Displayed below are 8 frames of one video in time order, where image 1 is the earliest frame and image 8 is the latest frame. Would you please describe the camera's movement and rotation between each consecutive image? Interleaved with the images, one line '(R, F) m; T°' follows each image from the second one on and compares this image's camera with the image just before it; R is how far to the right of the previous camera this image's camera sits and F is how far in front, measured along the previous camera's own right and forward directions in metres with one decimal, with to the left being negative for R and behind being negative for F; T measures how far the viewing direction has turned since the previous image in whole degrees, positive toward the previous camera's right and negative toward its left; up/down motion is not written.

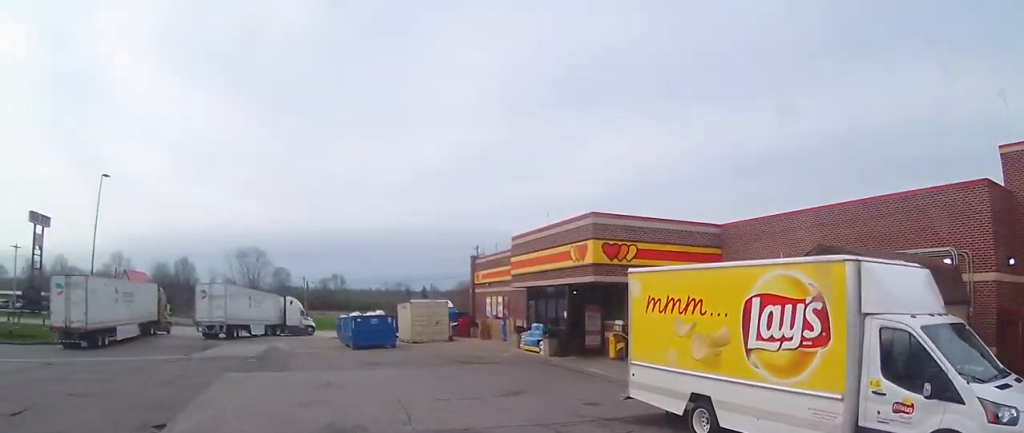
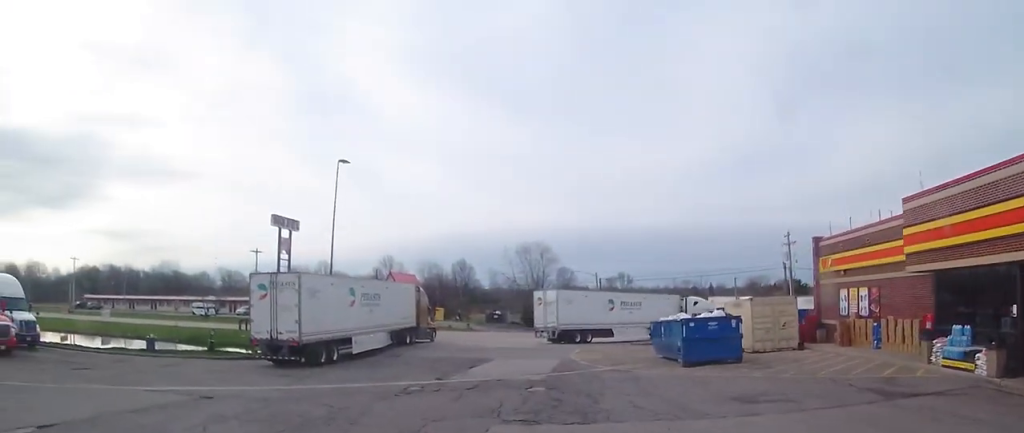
(-2.1, +7.9) m; -16°
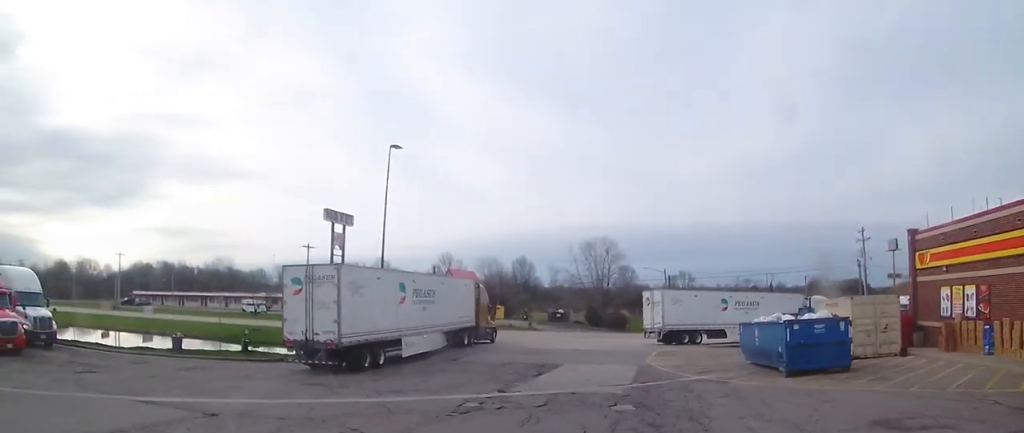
(0.0, +3.6) m; 0°
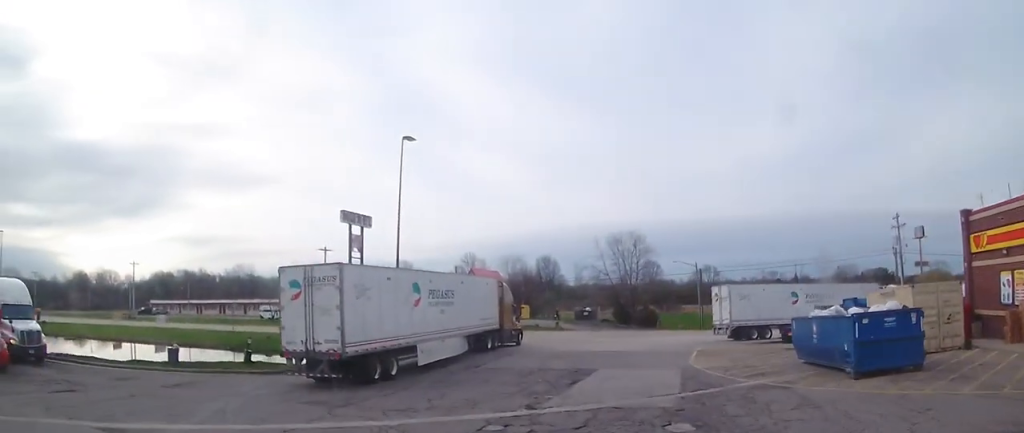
(0.0, +2.7) m; 0°
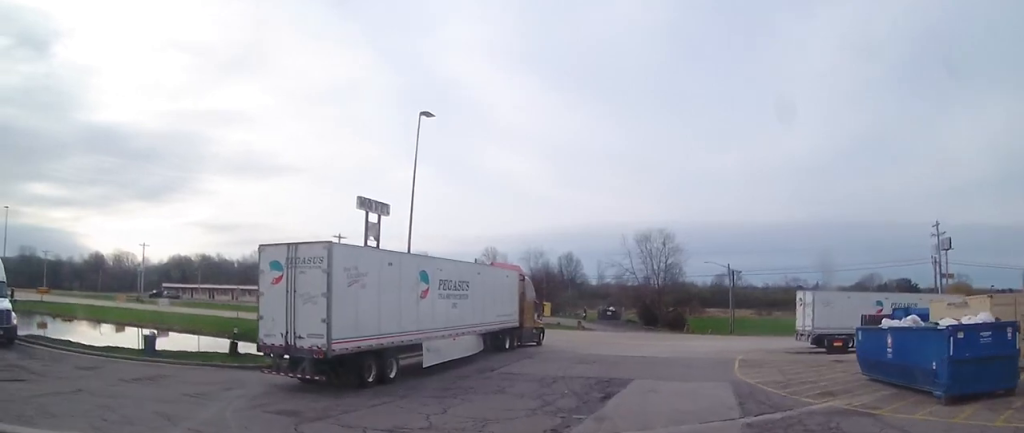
(0.0, +3.2) m; 0°
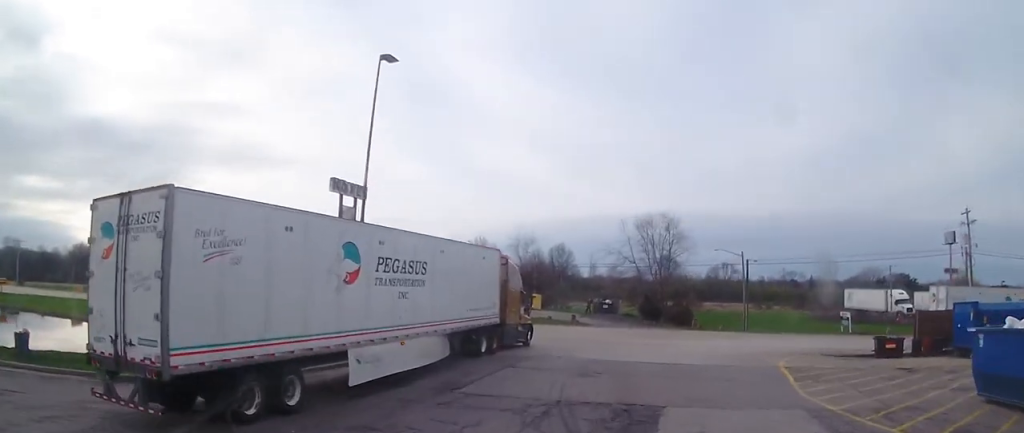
(0.0, +6.6) m; -4°
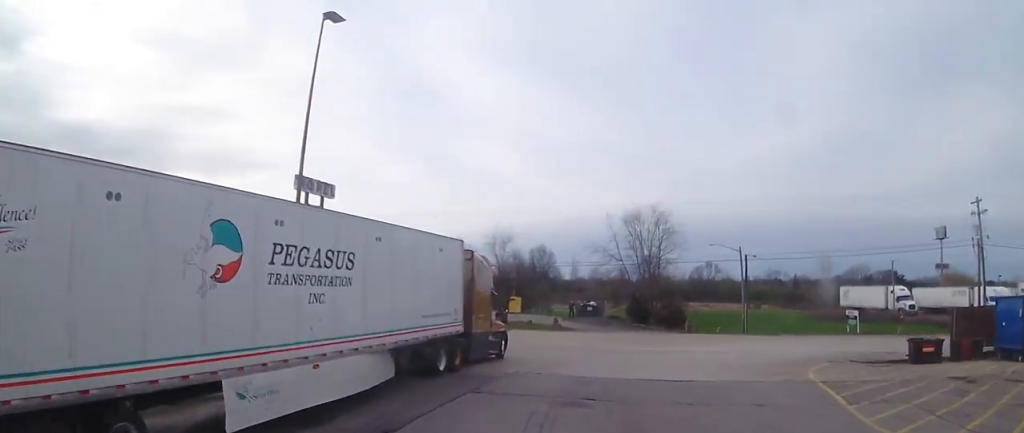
(-0.4, +5.0) m; -4°
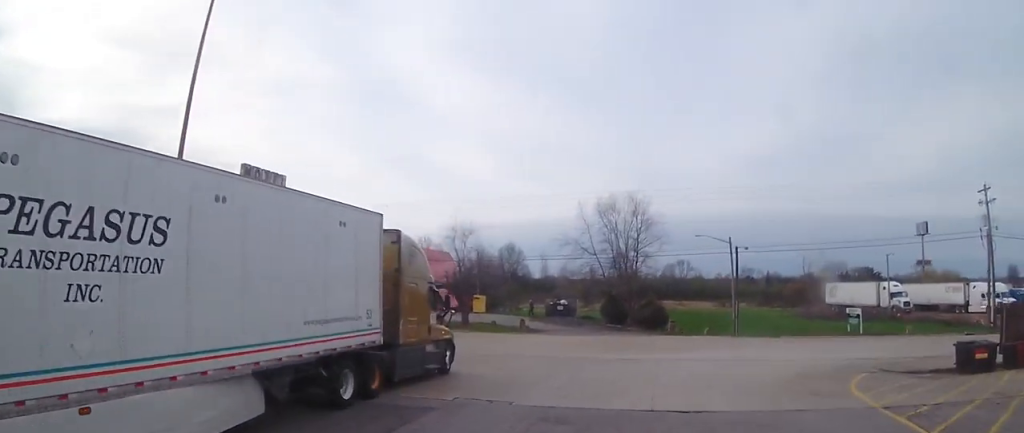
(-0.1, +6.0) m; +2°
